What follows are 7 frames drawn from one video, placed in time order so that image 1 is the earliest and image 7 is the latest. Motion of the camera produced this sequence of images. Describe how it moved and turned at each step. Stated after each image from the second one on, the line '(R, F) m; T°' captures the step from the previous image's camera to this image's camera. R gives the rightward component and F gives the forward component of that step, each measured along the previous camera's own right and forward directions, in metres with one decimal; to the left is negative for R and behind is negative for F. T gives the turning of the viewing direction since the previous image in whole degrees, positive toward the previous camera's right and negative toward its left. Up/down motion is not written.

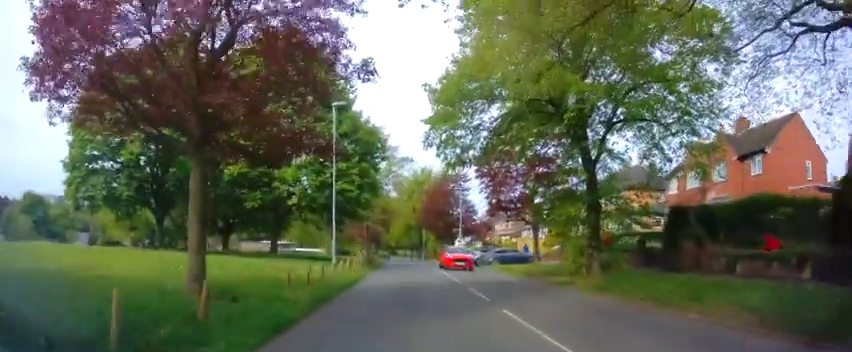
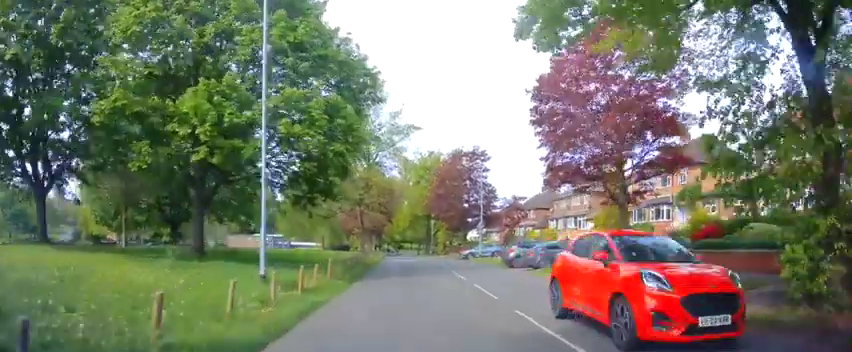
(+0.1, +11.9) m; 0°
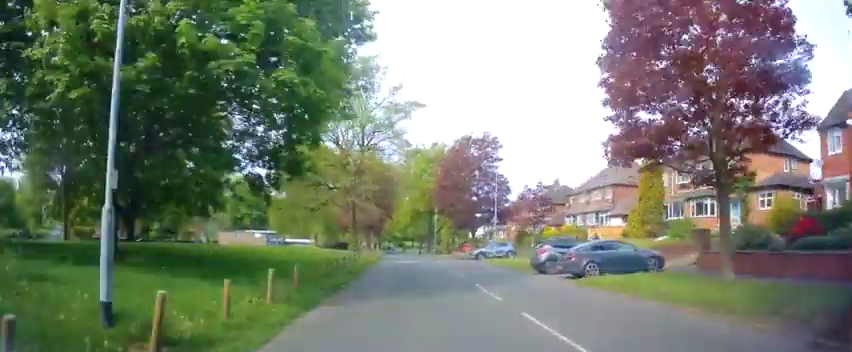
(0.0, +6.3) m; 0°
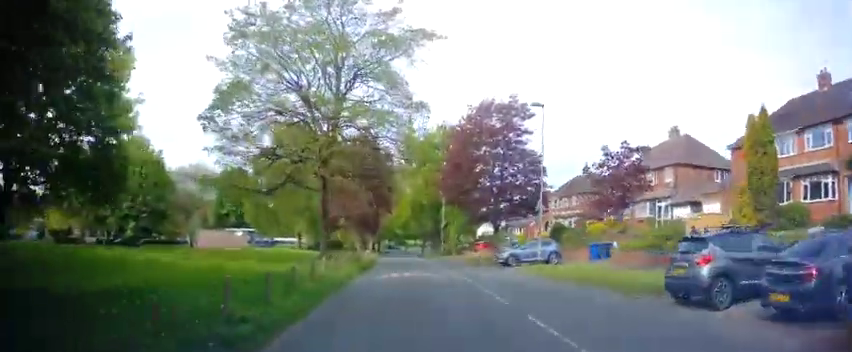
(0.0, +11.9) m; -2°
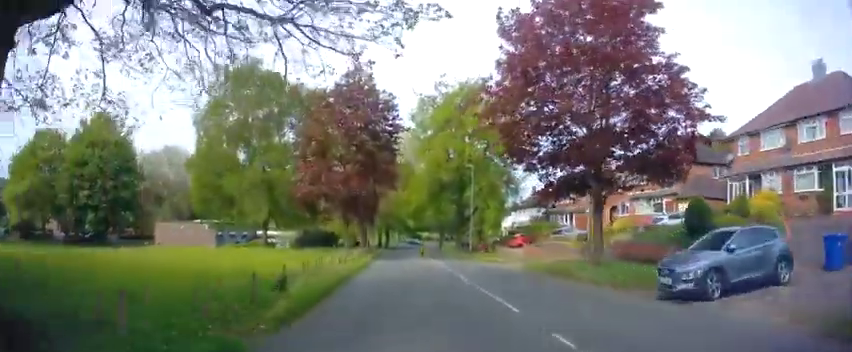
(-0.3, +18.8) m; 0°
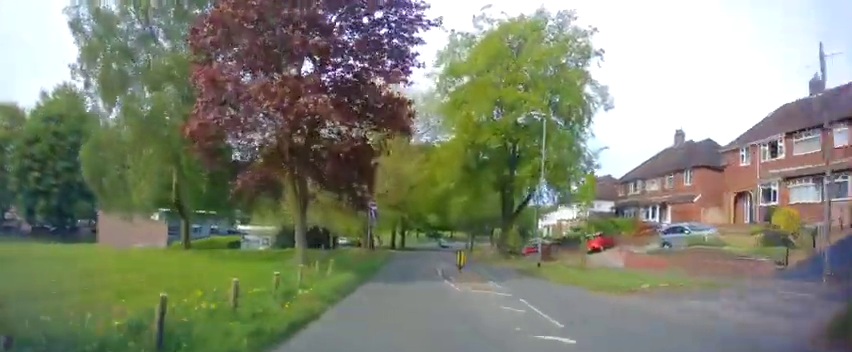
(-0.3, +18.4) m; -3°
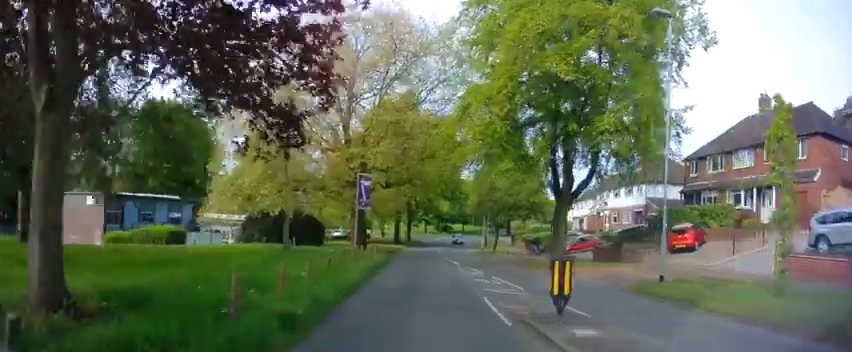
(-0.1, +12.4) m; -1°
